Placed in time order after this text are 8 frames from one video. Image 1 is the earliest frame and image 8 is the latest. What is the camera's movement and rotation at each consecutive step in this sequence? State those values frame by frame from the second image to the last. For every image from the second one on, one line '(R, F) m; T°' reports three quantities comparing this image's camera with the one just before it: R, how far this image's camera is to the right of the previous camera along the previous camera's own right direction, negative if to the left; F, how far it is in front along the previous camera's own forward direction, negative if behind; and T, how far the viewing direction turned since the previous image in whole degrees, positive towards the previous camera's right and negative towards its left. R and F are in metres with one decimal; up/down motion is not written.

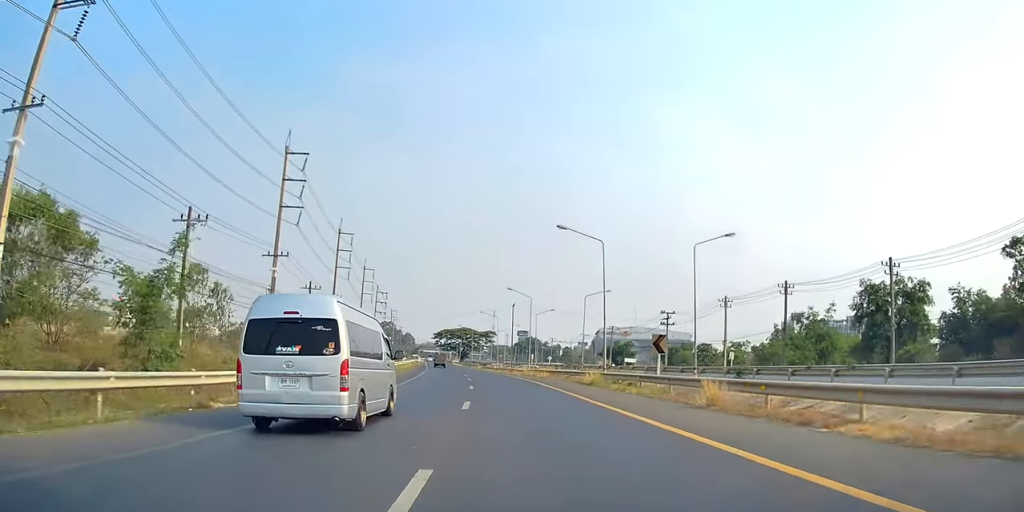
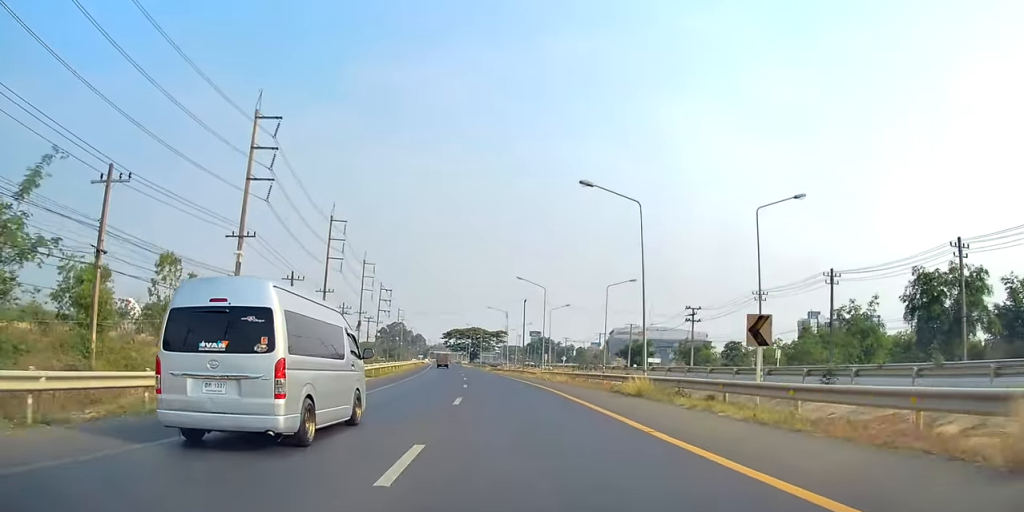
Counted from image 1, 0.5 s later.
(+0.1, +9.4) m; -1°
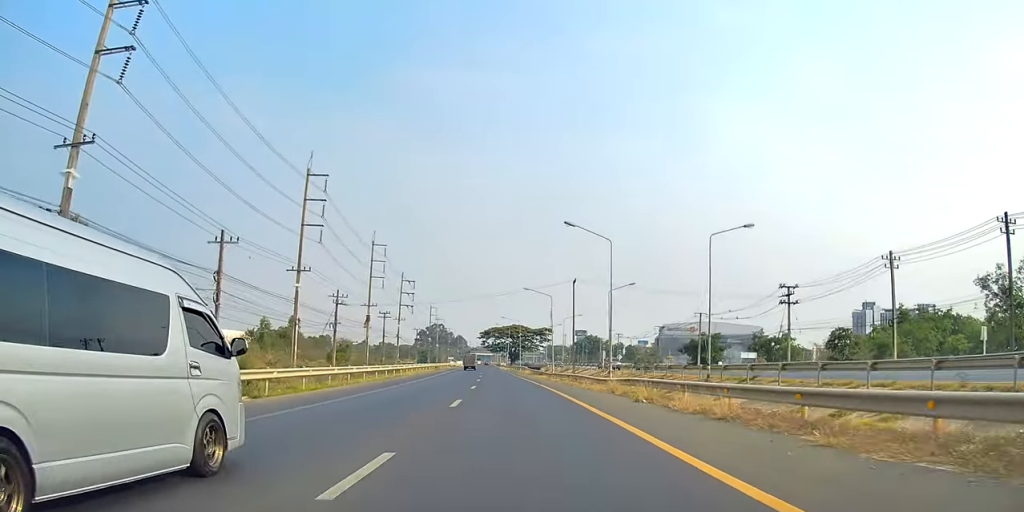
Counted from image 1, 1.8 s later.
(-1.1, +24.2) m; -3°
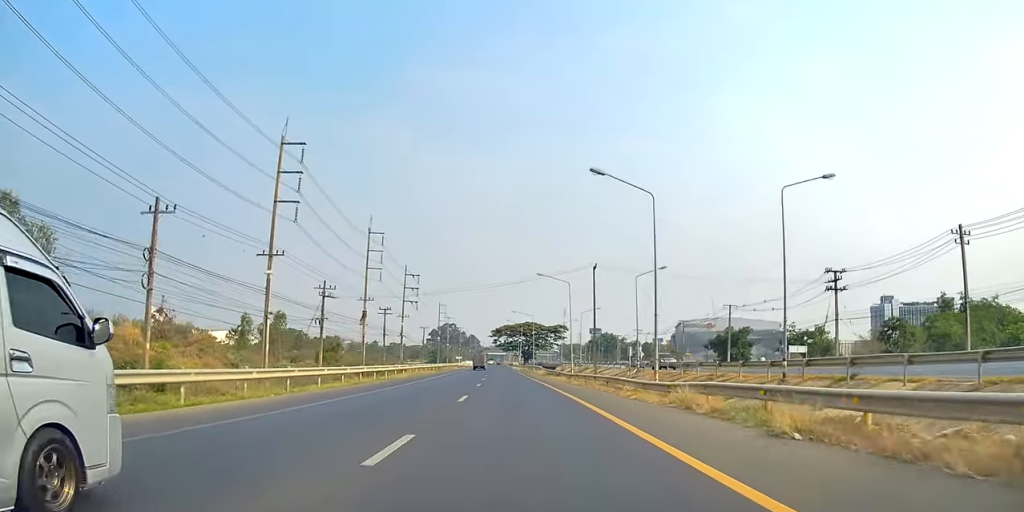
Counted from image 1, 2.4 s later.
(0.0, +10.0) m; 0°
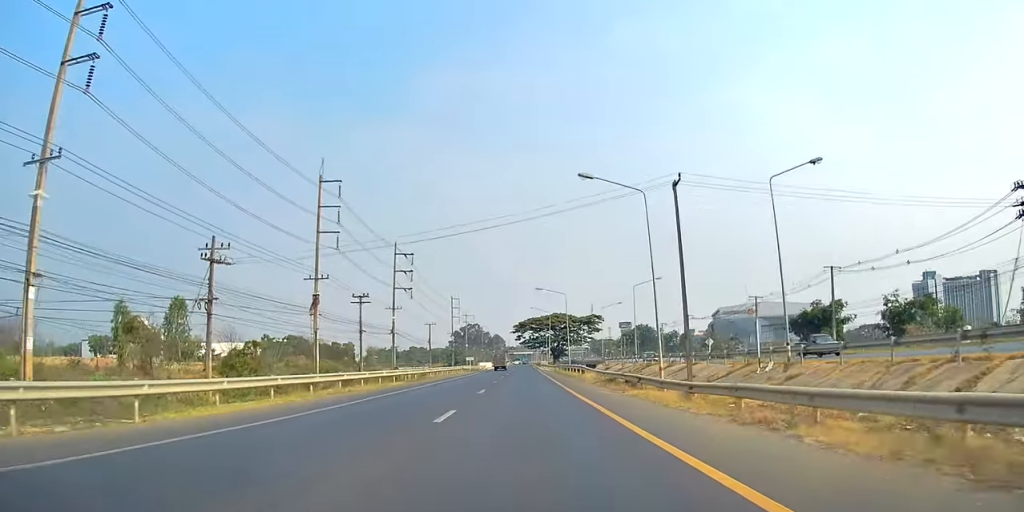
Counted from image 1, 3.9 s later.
(-1.6, +29.8) m; -6°
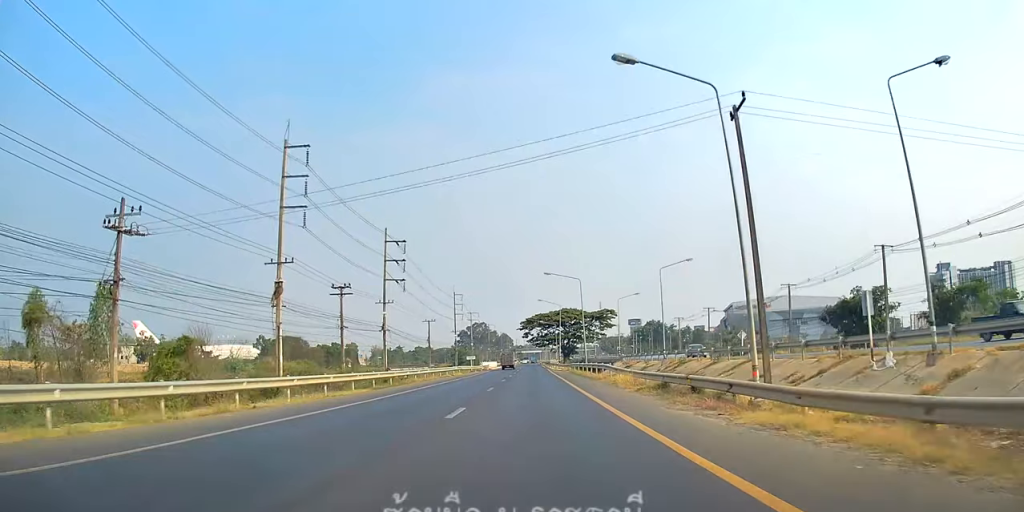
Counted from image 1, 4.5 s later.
(-0.7, +11.3) m; -1°
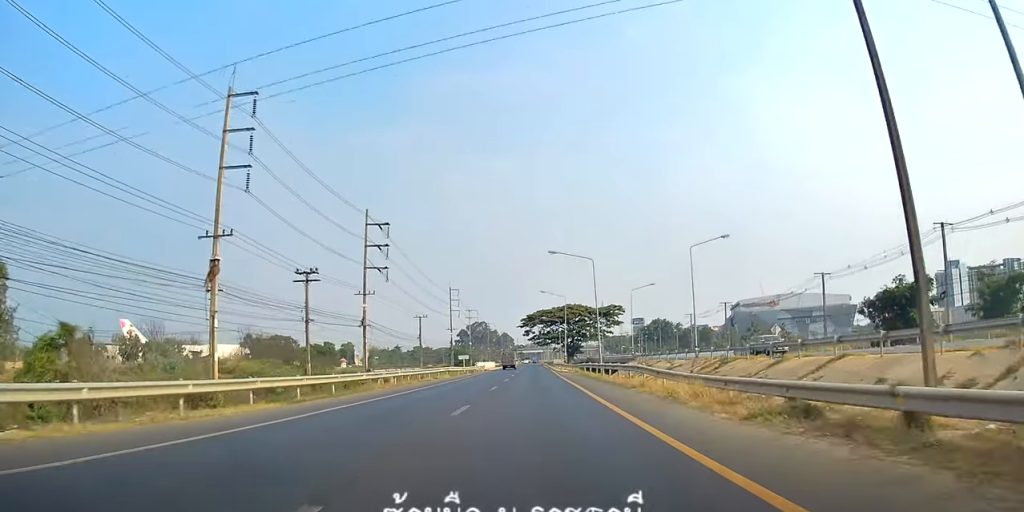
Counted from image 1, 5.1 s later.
(+0.4, +10.9) m; +1°
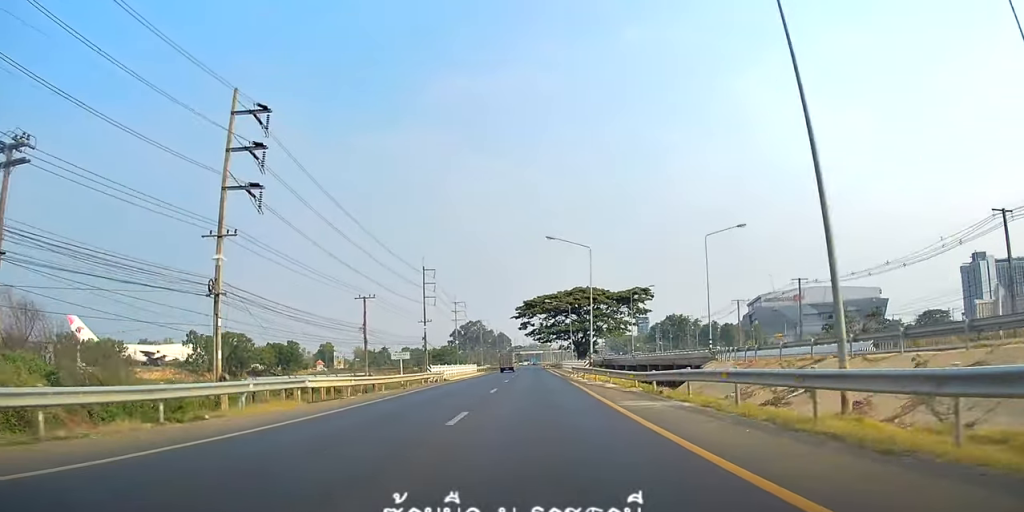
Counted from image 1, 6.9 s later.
(-0.1, +37.5) m; -1°
